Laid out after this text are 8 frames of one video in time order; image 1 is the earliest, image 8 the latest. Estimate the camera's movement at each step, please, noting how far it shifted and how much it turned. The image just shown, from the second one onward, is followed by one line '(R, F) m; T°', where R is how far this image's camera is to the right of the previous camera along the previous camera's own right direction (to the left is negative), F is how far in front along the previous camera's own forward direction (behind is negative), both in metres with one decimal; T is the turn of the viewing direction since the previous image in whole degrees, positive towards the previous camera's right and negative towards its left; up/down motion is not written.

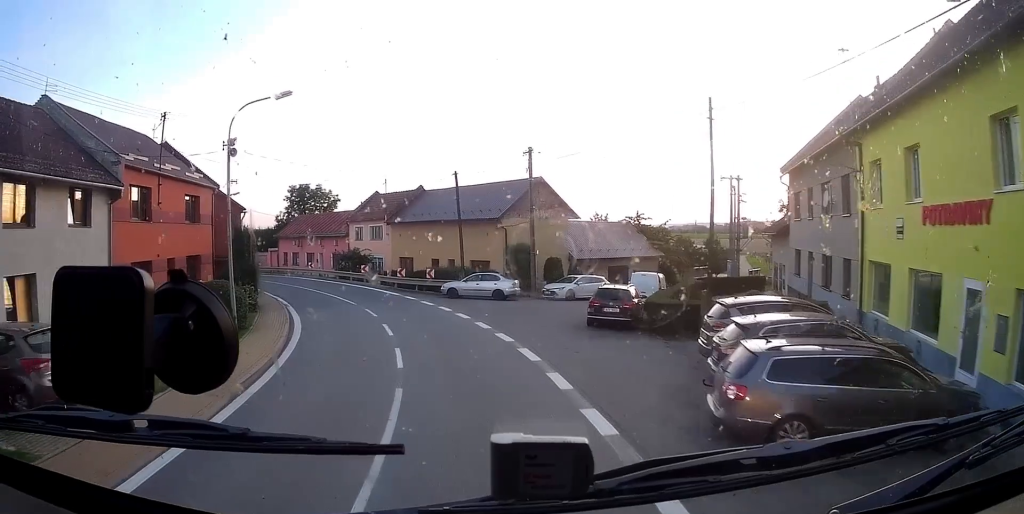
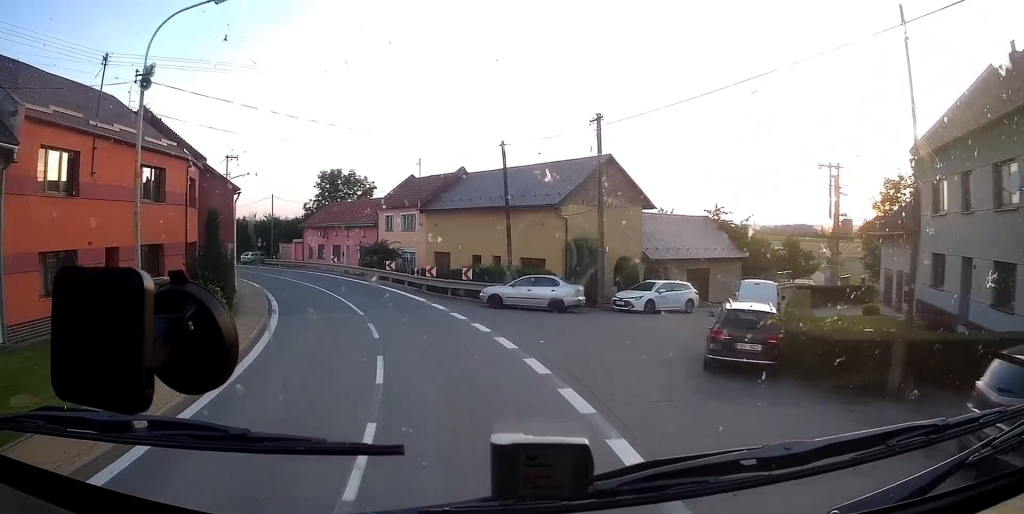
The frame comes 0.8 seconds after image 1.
(-0.5, +7.9) m; -5°
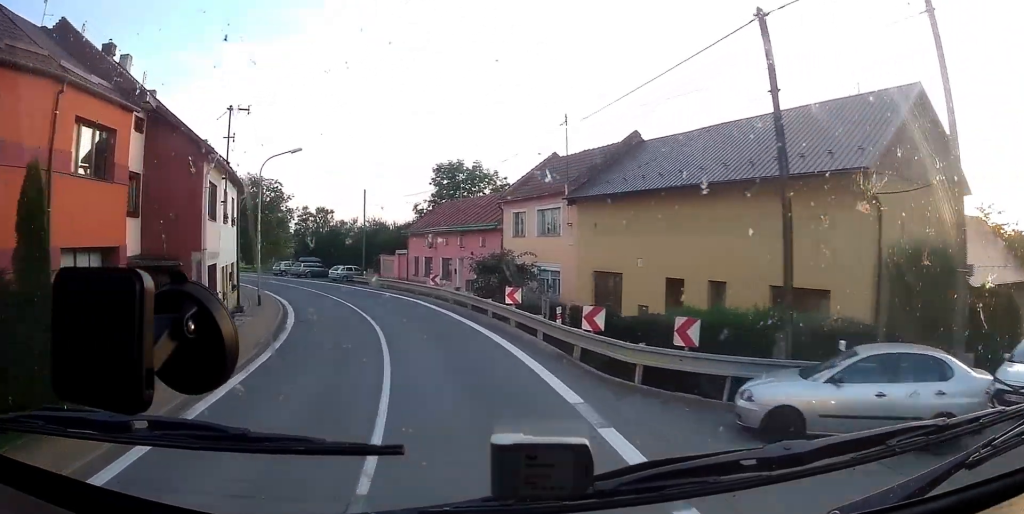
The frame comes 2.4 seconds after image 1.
(-1.3, +15.5) m; -11°
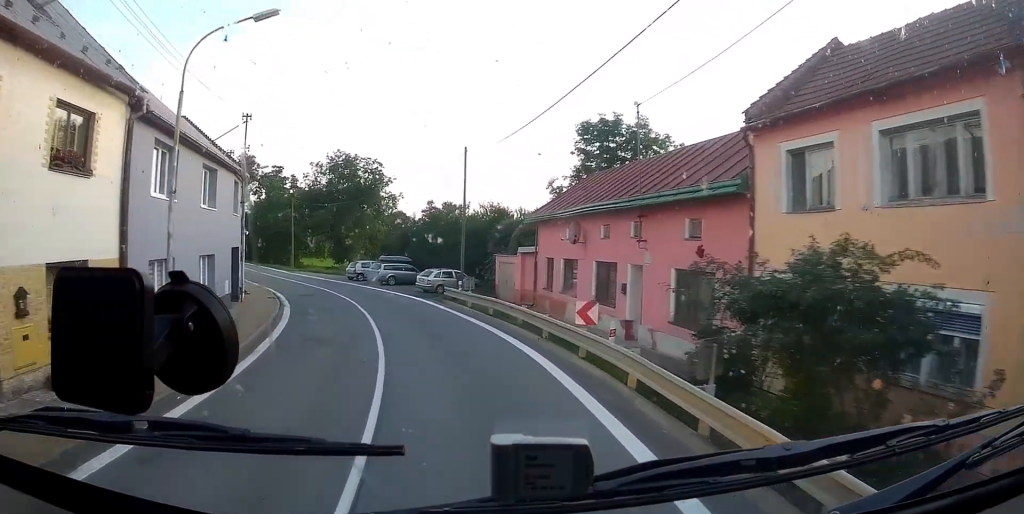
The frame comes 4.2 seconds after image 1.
(-1.9, +17.0) m; -13°
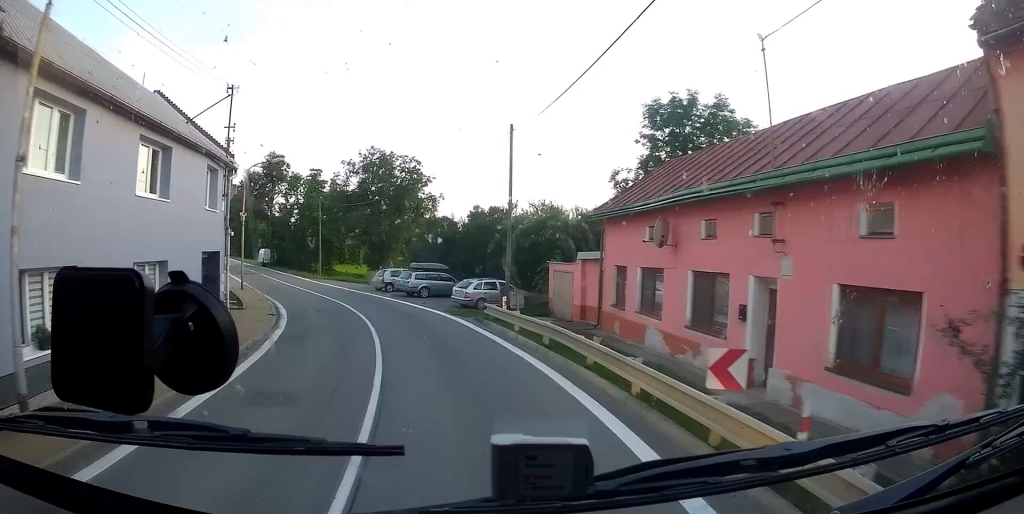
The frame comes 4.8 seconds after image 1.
(-0.2, +5.8) m; -5°
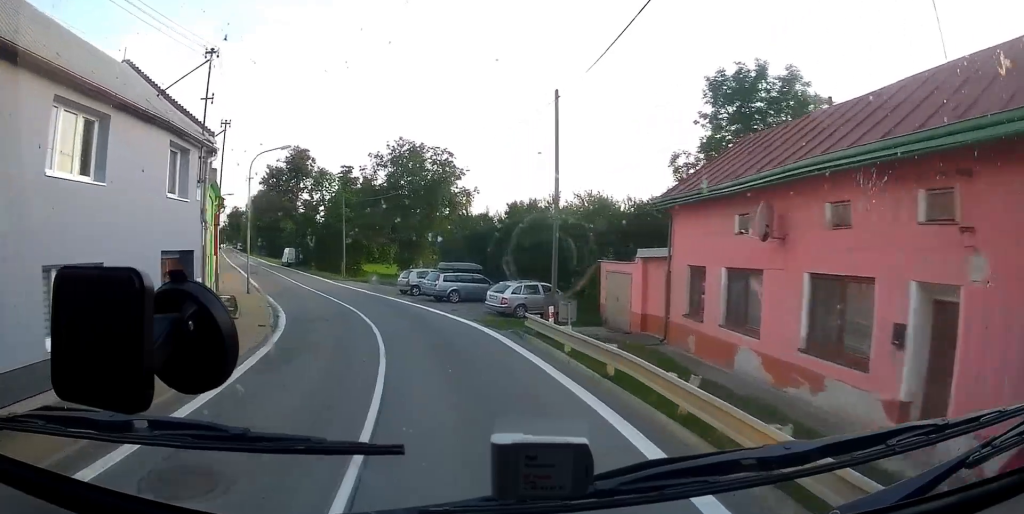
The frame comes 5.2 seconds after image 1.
(-0.2, +4.2) m; -4°
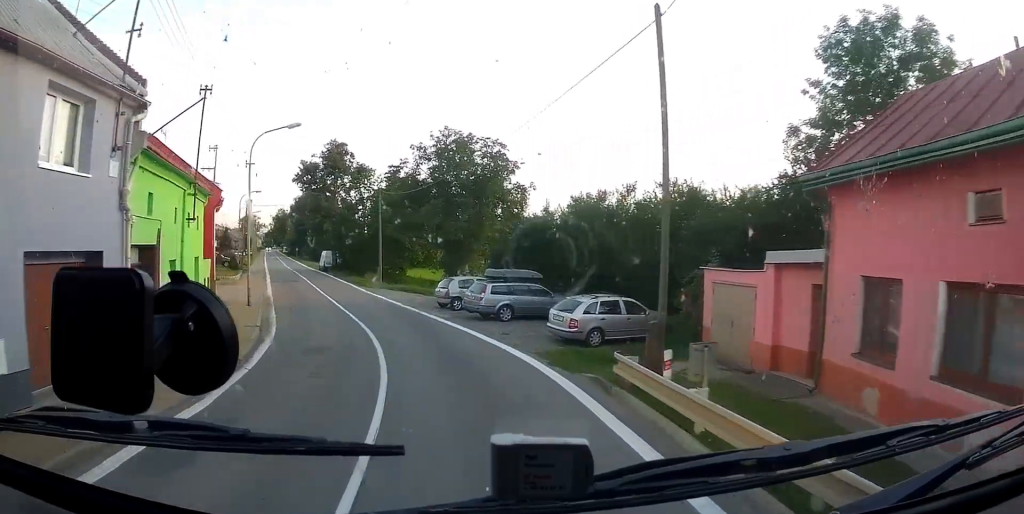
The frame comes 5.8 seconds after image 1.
(-0.3, +6.2) m; -6°
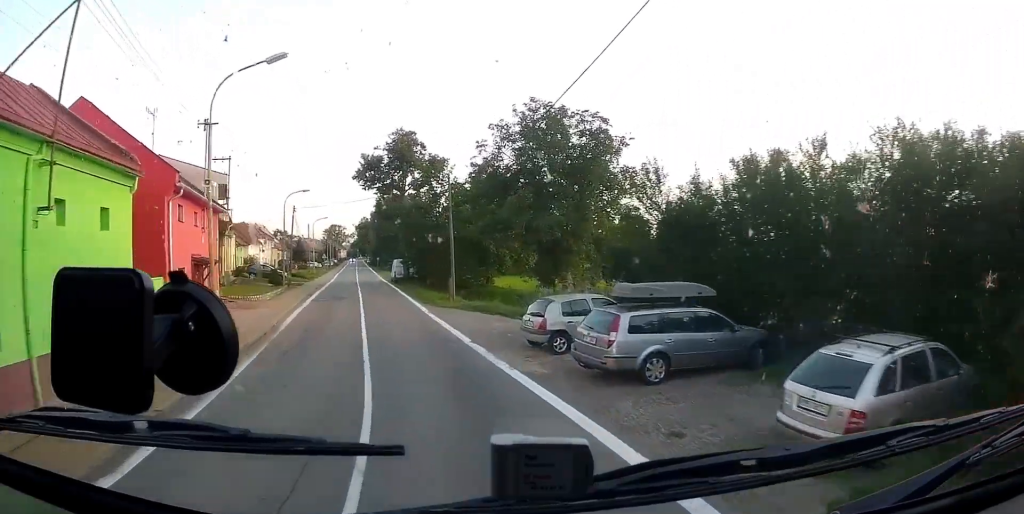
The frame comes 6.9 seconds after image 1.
(-0.7, +10.1) m; -9°
